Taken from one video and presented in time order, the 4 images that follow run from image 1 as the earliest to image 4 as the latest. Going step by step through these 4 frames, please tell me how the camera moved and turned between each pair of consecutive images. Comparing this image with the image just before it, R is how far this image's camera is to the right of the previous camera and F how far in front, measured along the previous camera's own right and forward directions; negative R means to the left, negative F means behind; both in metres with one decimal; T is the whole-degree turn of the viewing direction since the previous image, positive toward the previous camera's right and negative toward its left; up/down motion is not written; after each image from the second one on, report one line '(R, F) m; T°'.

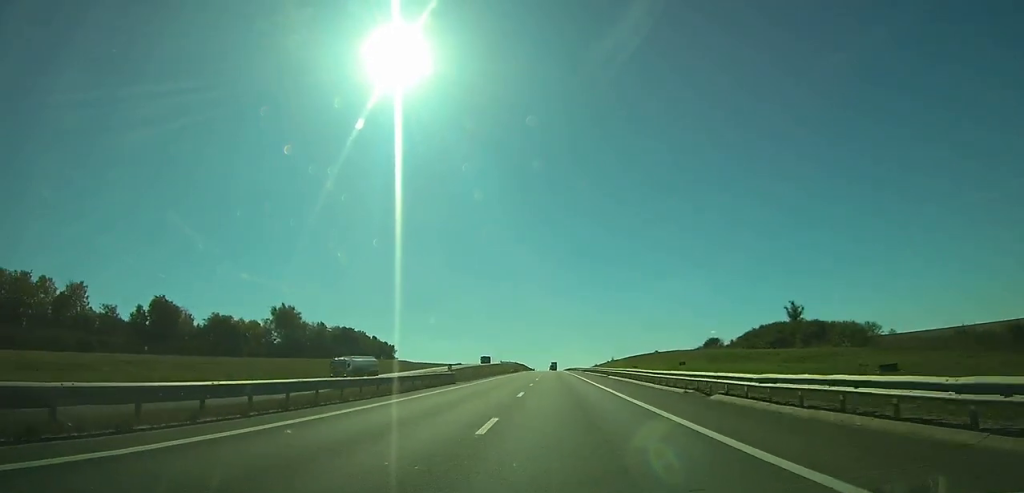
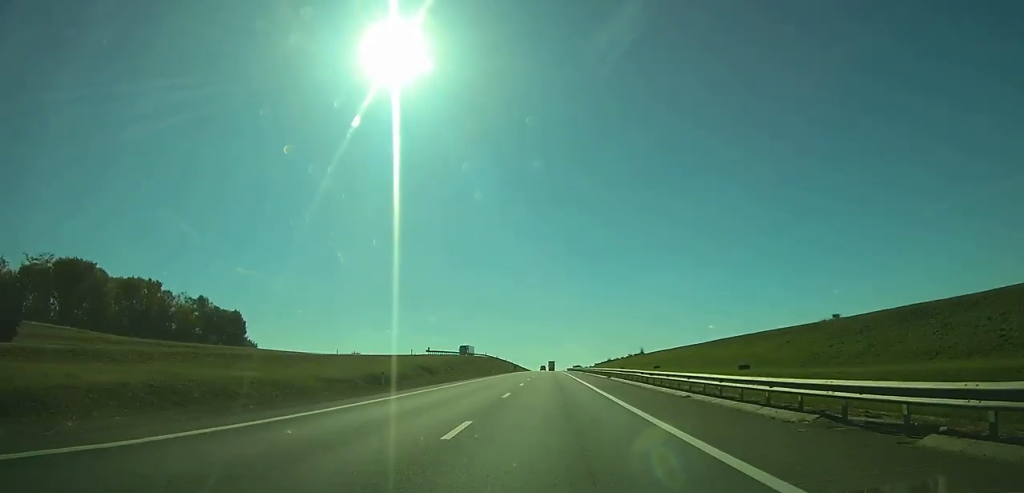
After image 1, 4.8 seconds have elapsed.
(+0.6, +132.6) m; 0°
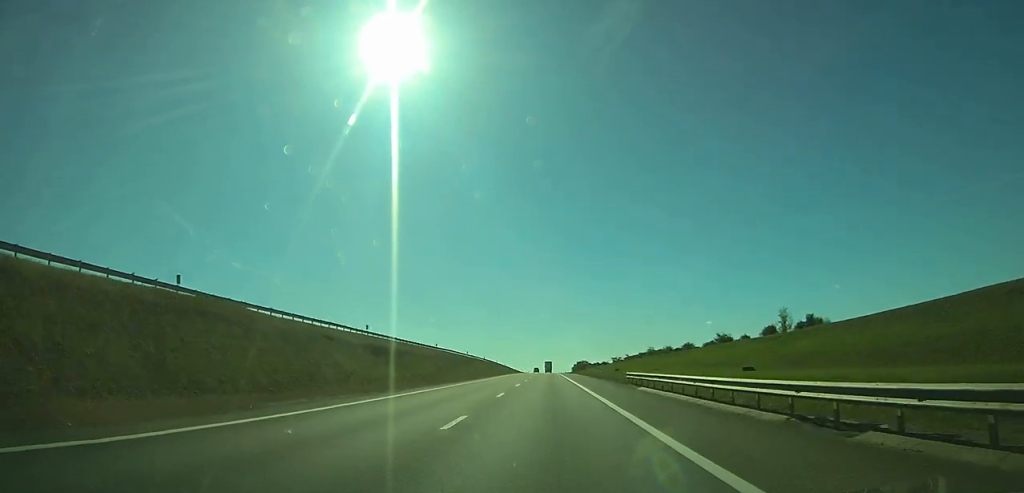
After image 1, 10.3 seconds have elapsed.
(+0.2, +153.4) m; 0°
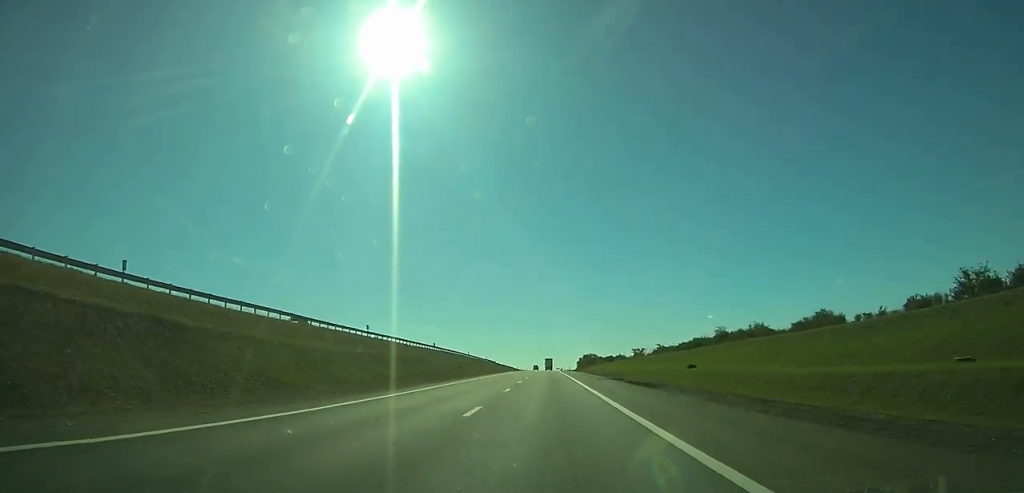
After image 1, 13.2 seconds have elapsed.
(-0.1, +81.0) m; 0°
